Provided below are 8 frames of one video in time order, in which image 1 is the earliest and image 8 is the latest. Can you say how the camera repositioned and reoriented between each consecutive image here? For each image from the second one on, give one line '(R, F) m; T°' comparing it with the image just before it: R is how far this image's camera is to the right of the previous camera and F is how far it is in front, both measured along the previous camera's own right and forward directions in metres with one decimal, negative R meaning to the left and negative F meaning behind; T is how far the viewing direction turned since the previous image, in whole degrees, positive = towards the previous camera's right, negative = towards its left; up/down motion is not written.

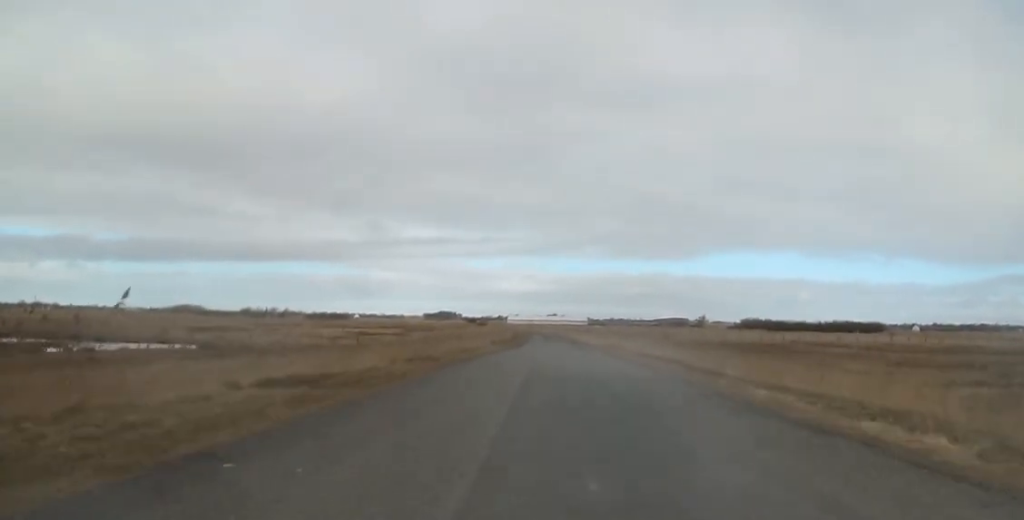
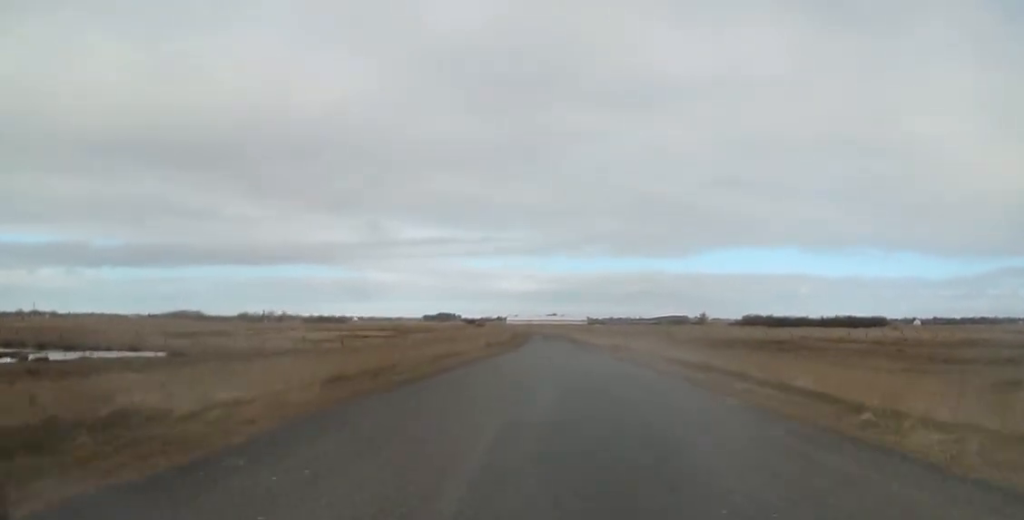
(-0.1, +5.5) m; -1°
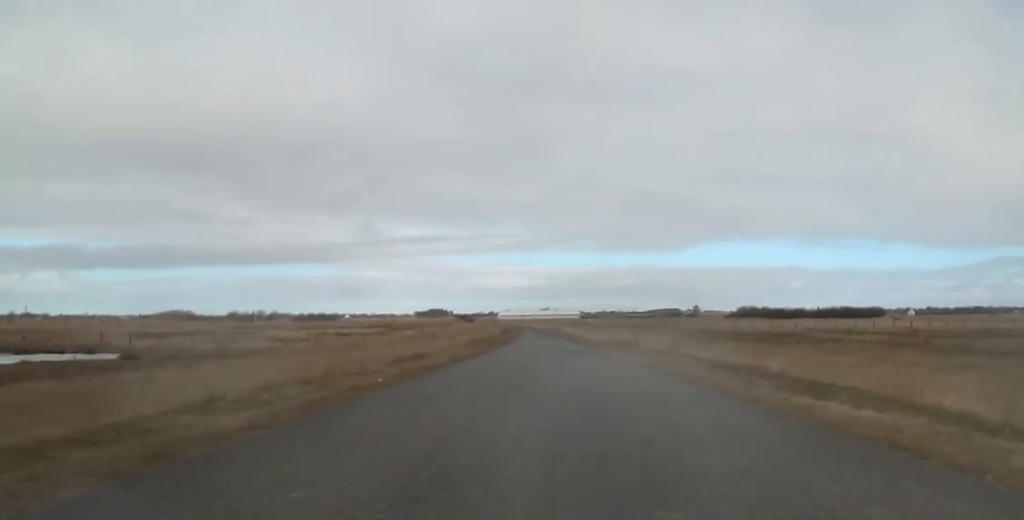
(-0.1, +6.1) m; +1°
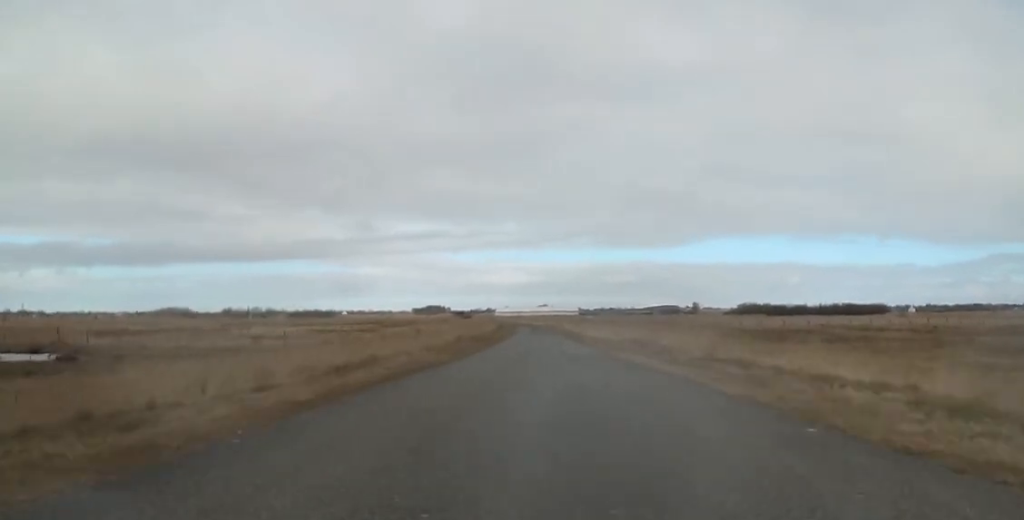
(+0.2, +7.0) m; +2°
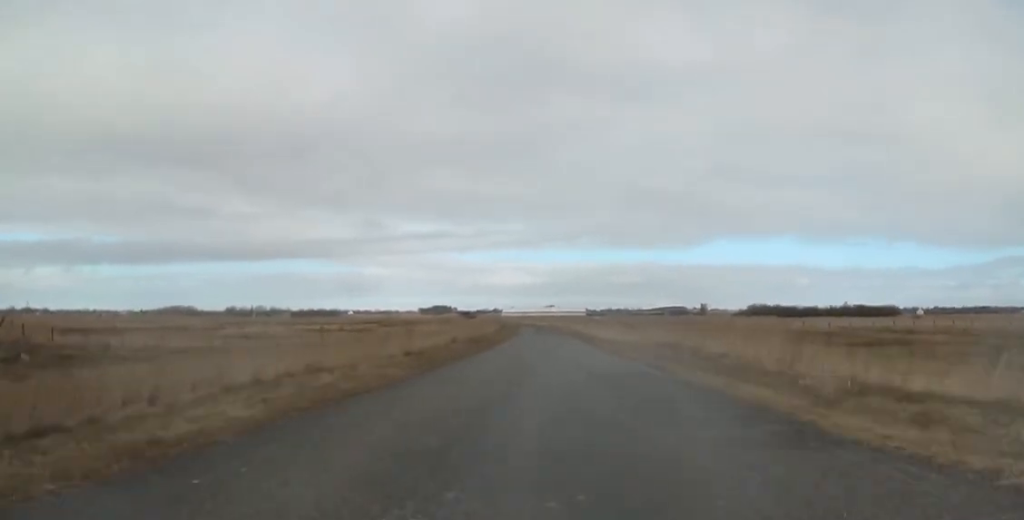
(0.0, +5.7) m; 0°
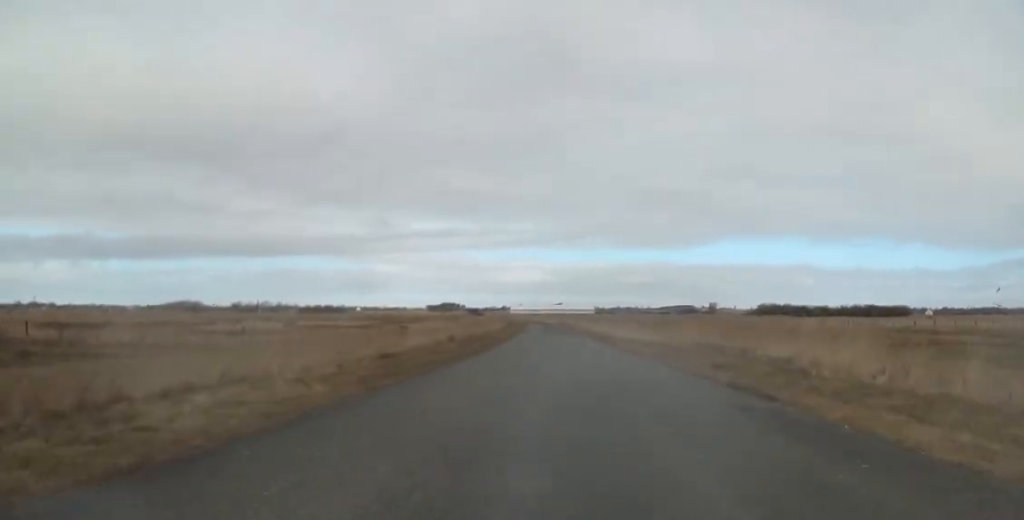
(0.0, +3.9) m; 0°
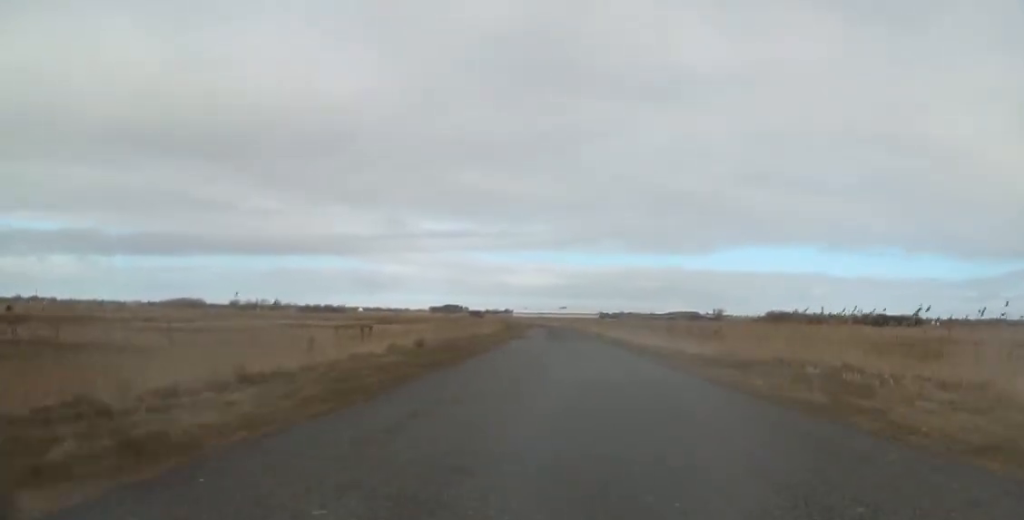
(0.0, +8.4) m; 0°
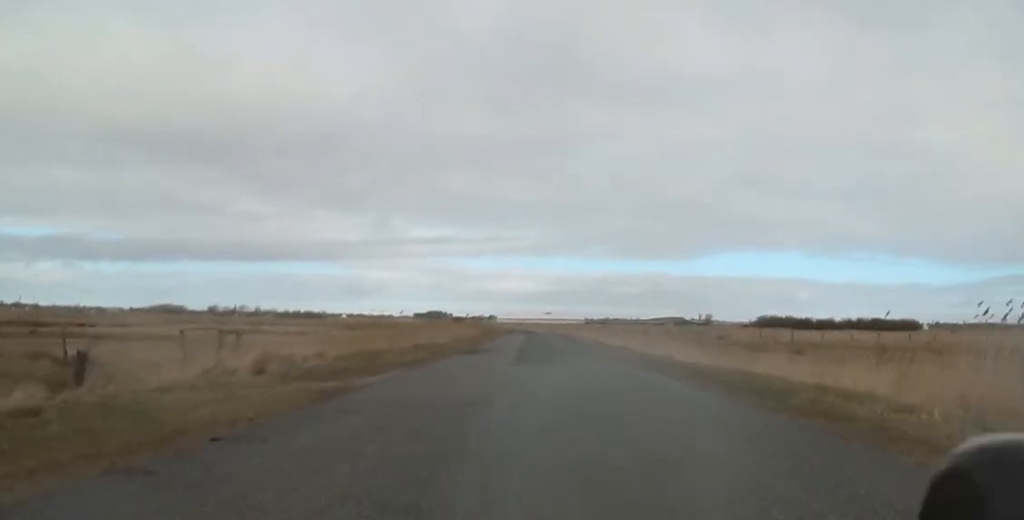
(0.0, +11.4) m; 0°
